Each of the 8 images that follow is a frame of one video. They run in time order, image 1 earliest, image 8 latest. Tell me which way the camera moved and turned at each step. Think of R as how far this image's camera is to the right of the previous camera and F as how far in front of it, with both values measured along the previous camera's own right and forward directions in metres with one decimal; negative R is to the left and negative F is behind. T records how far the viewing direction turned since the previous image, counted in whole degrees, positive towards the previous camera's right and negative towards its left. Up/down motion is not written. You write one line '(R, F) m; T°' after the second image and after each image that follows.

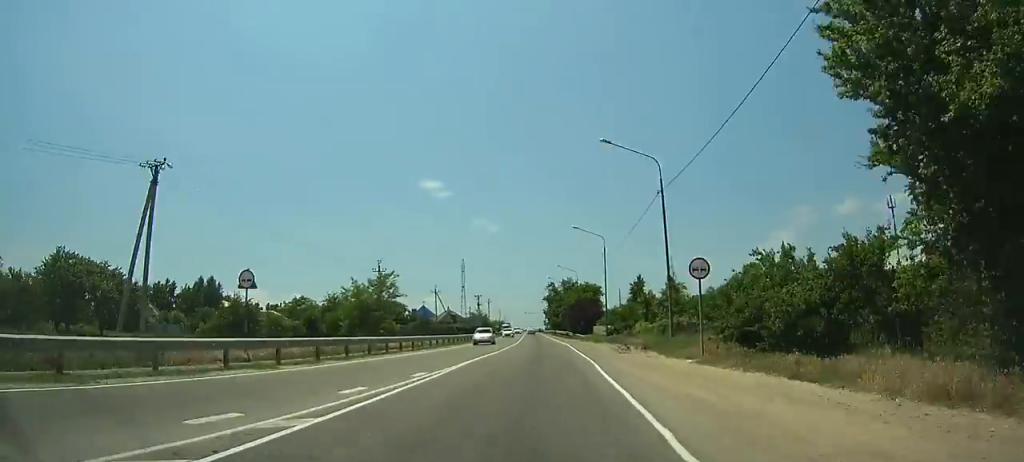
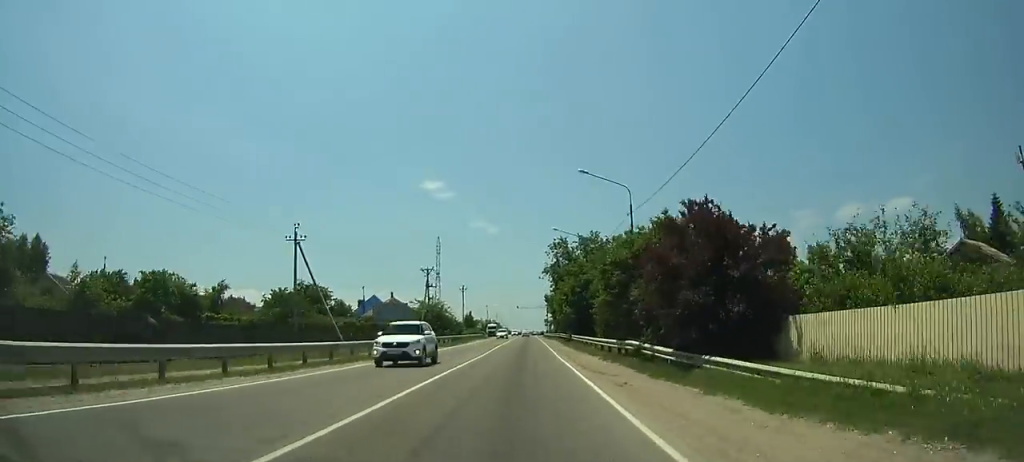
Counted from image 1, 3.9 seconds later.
(+0.7, +56.4) m; 0°
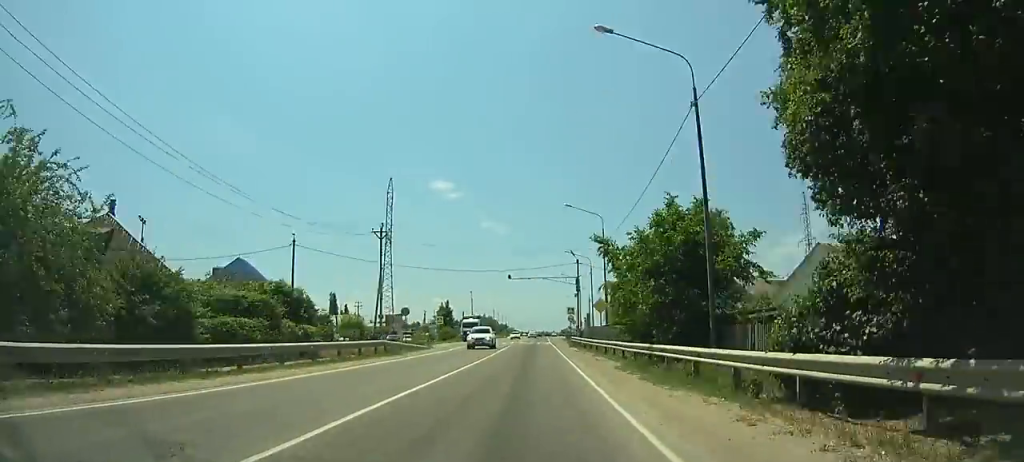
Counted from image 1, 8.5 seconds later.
(-0.4, +67.7) m; 0°
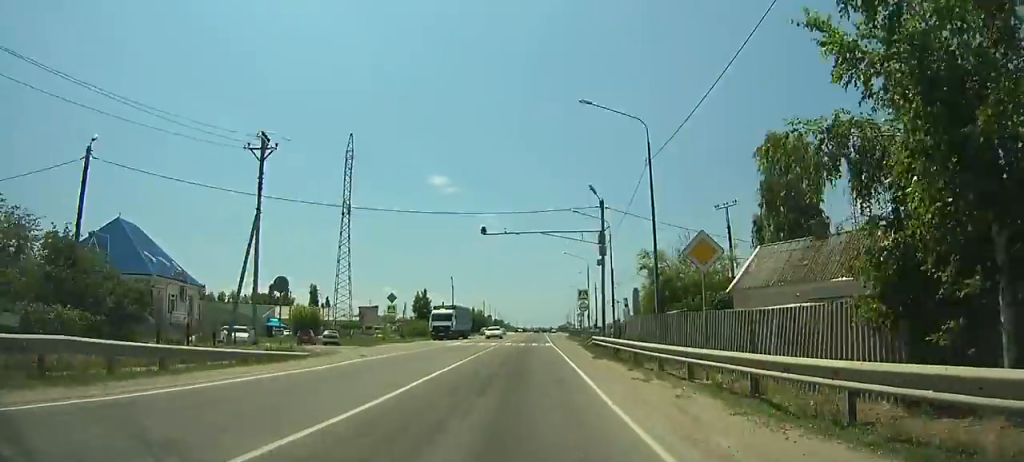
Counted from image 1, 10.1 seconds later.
(-0.3, +23.4) m; 0°
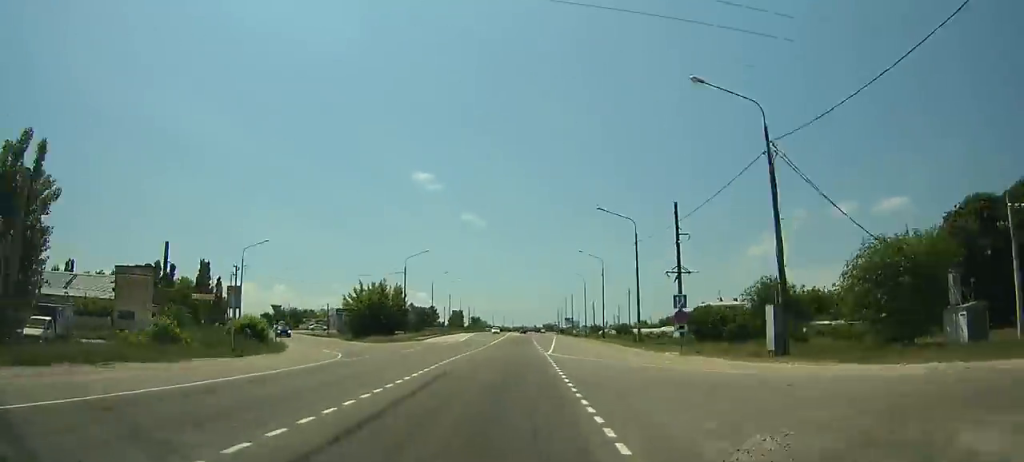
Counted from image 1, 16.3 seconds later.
(+1.1, +85.7) m; +2°
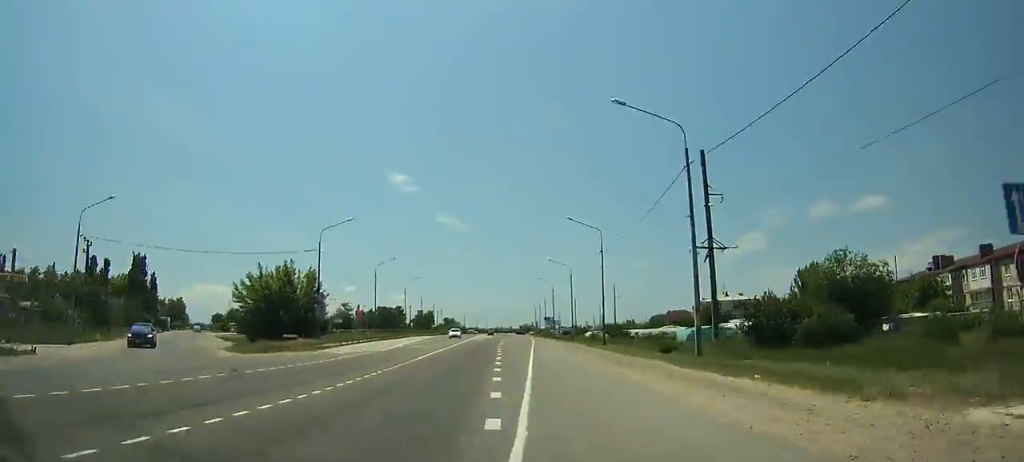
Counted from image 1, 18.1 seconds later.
(+0.6, +20.8) m; +2°
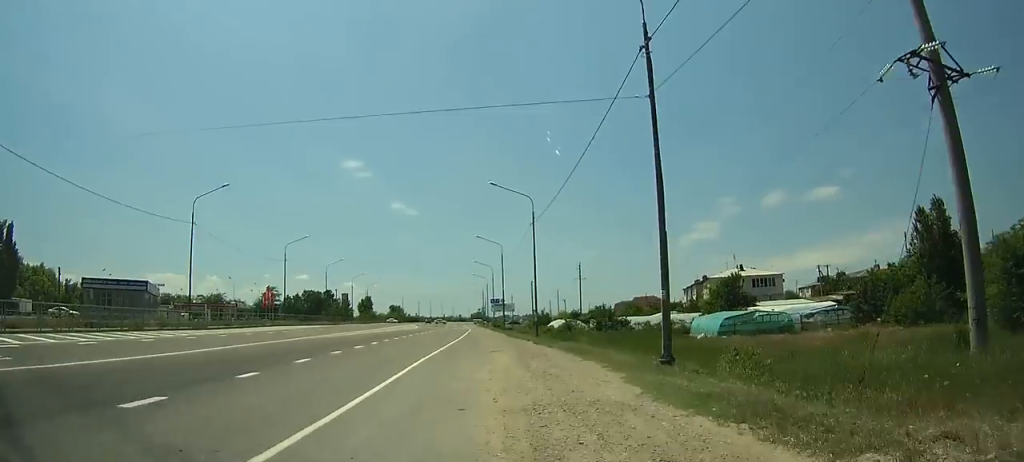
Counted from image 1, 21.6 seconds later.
(+1.0, +33.1) m; +1°
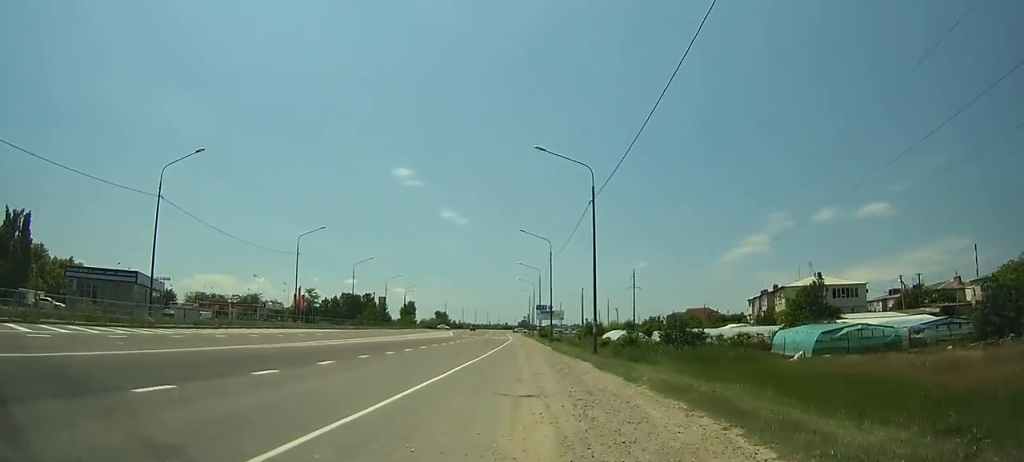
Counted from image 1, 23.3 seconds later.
(0.0, +11.3) m; -2°
